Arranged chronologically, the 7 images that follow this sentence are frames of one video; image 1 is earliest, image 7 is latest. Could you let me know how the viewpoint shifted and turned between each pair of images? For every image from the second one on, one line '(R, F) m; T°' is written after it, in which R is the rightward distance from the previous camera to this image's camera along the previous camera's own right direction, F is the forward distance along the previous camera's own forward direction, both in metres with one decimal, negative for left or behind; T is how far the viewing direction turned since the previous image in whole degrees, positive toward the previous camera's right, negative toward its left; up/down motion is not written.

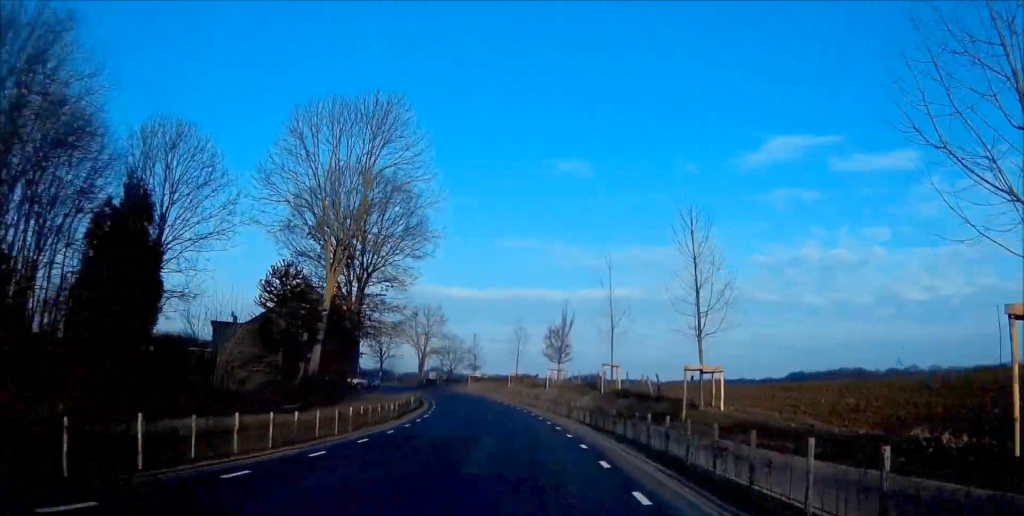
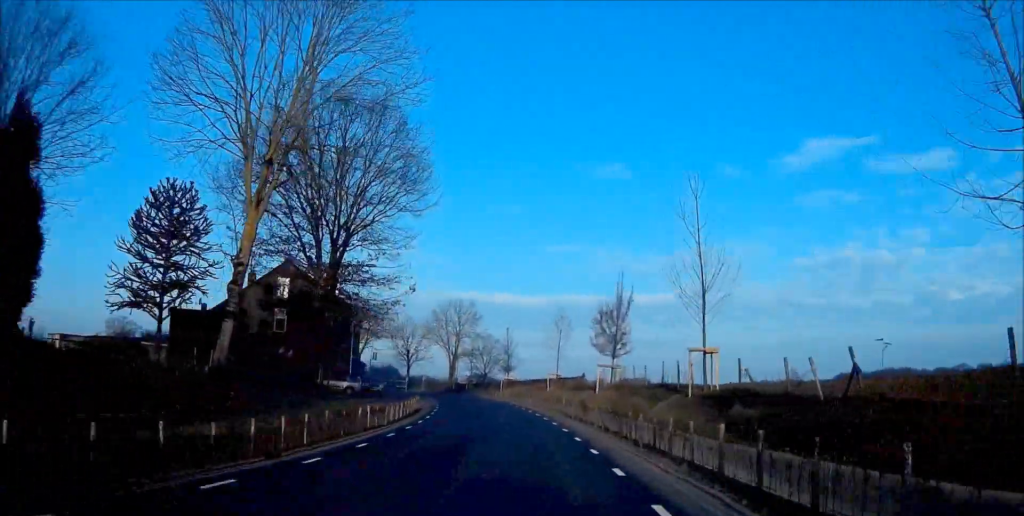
(-0.2, +17.4) m; -3°
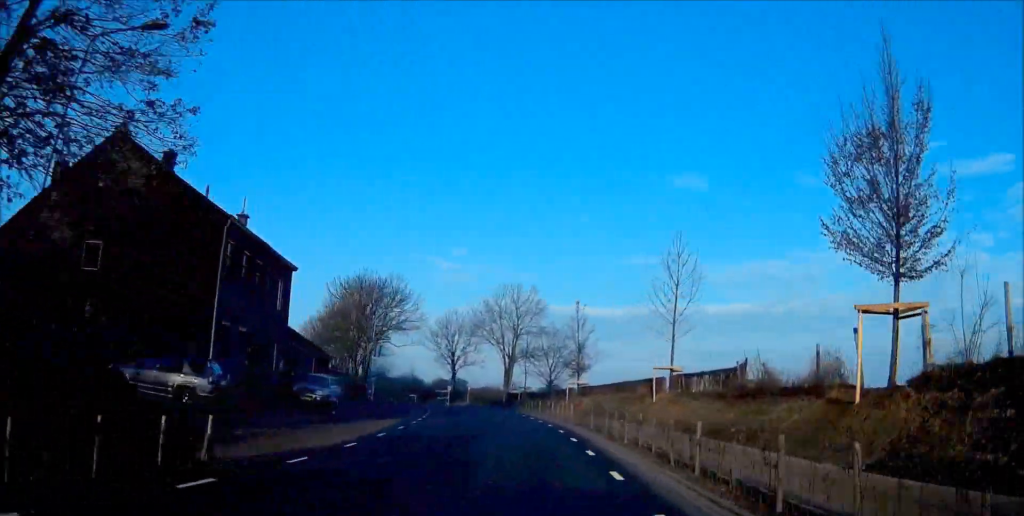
(-1.6, +33.6) m; -6°
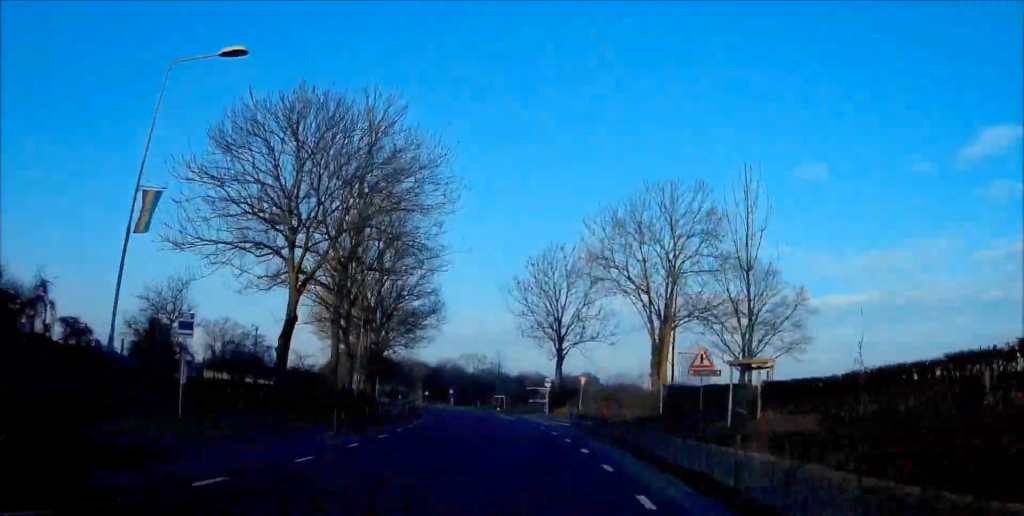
(-5.3, +51.7) m; -11°
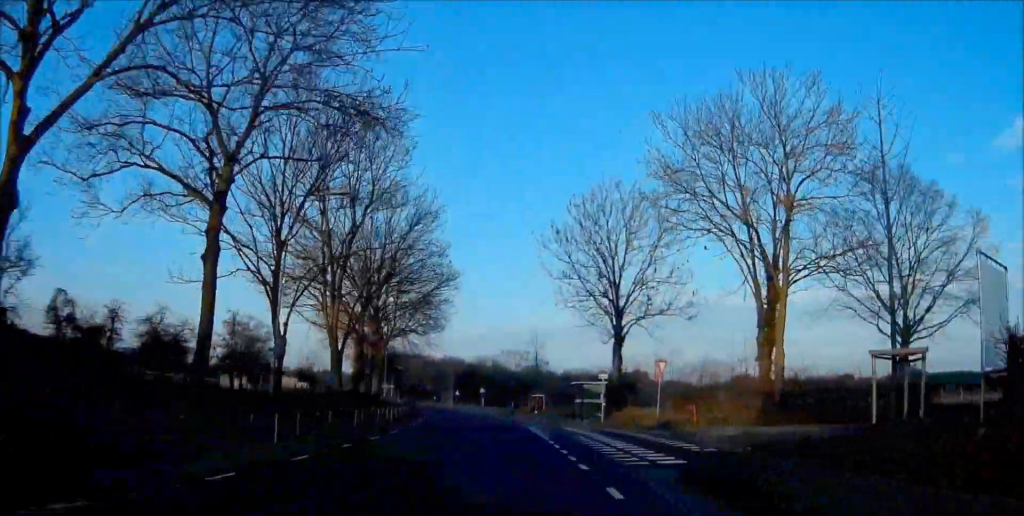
(0.0, +19.8) m; -5°
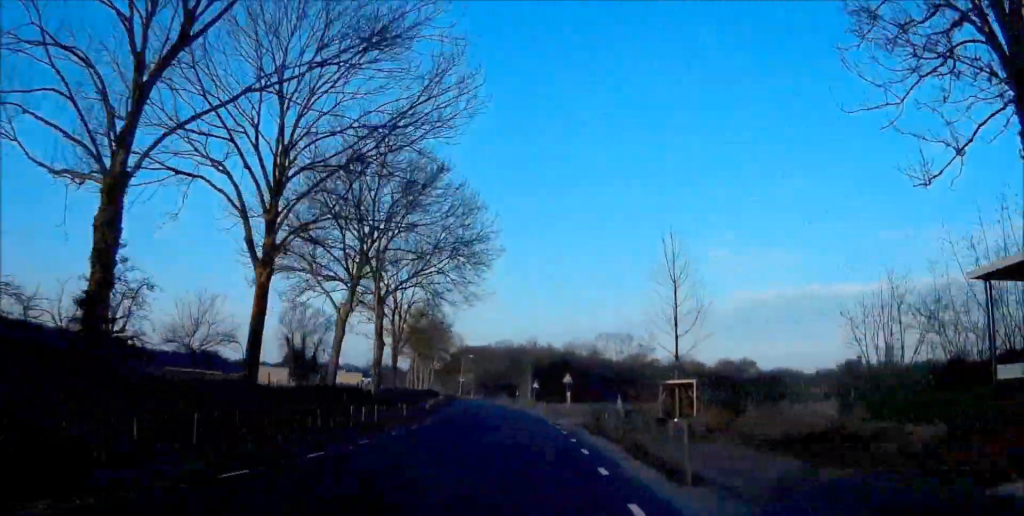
(-3.3, +36.6) m; -6°
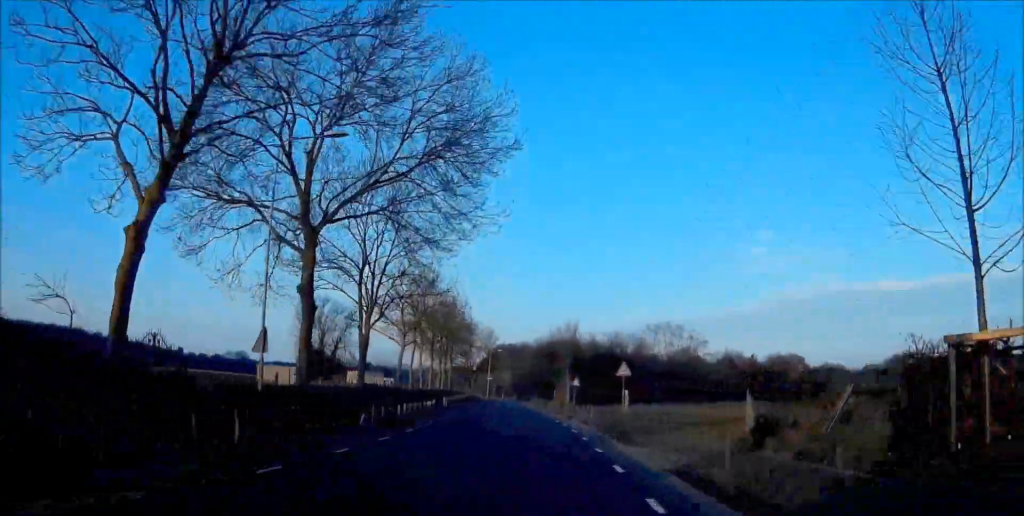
(-0.1, +19.4) m; 0°
